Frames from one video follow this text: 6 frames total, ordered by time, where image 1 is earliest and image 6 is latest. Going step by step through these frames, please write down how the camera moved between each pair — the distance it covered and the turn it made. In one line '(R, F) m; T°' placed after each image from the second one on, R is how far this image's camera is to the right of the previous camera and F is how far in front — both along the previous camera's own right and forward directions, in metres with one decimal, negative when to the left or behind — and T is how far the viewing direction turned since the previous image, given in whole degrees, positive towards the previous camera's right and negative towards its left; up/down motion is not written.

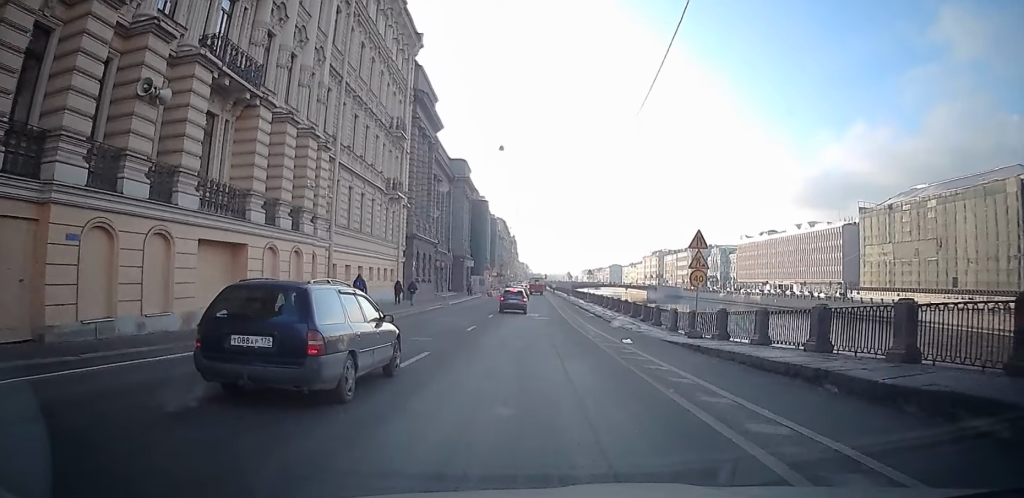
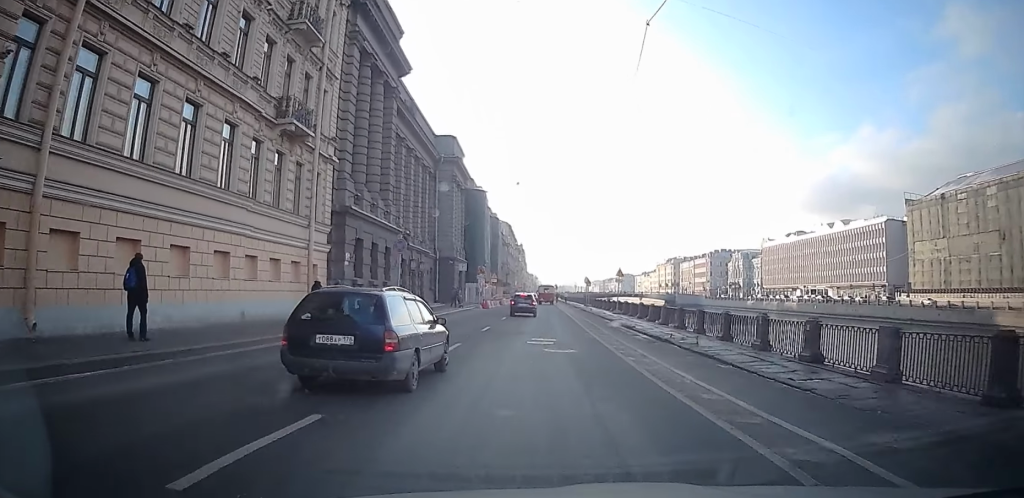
(0.0, +20.6) m; -2°
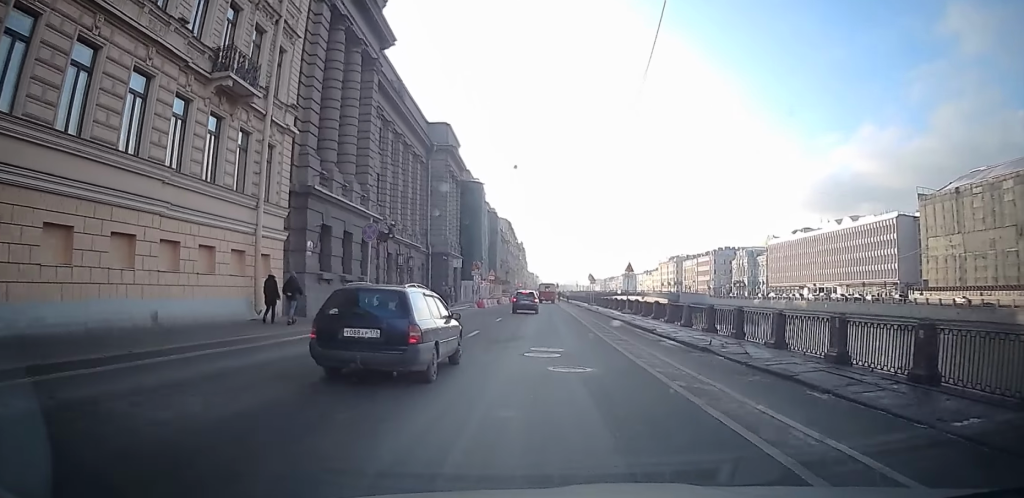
(-0.4, +5.6) m; 0°
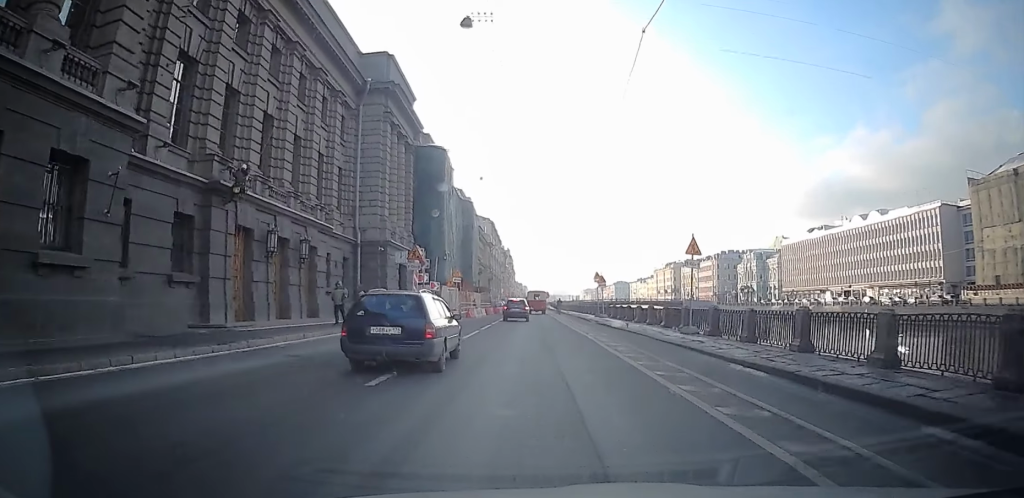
(+0.1, +23.0) m; +1°
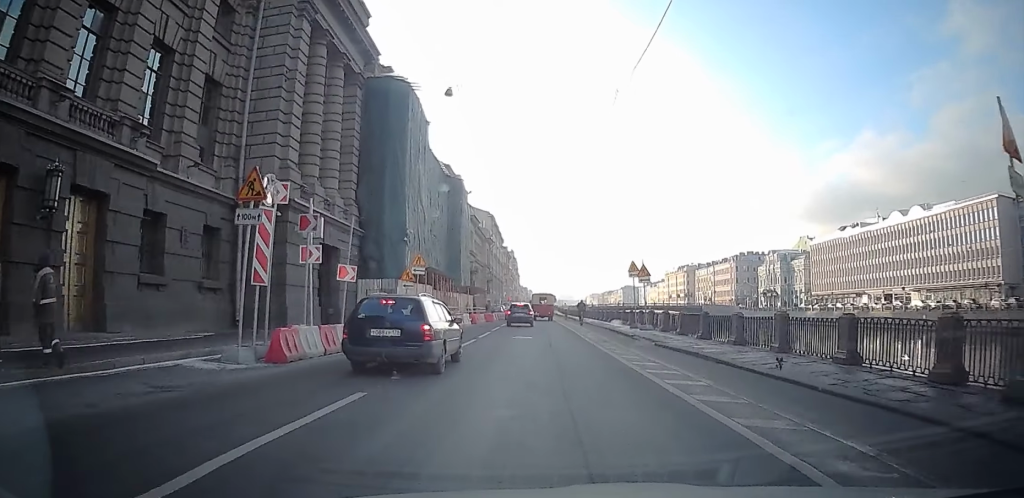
(+0.7, +18.9) m; -2°
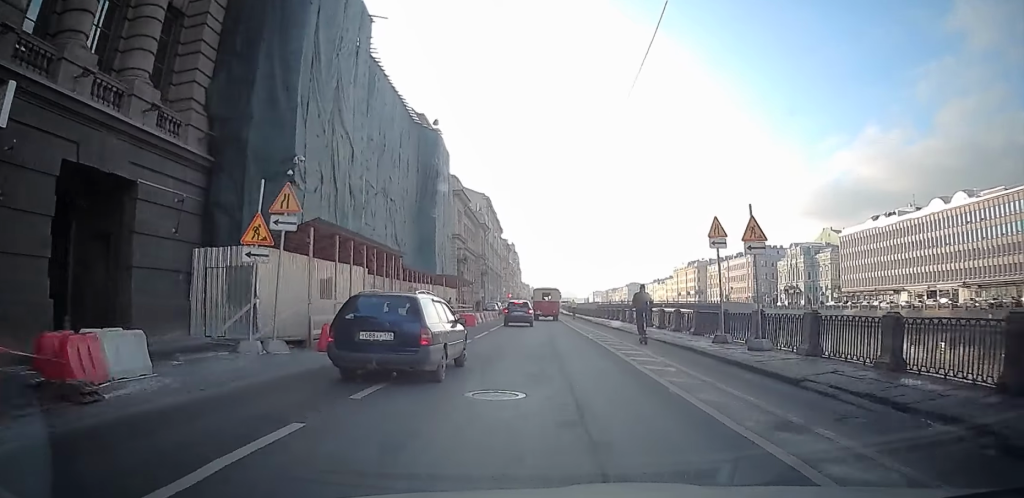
(-1.1, +18.9) m; +1°
